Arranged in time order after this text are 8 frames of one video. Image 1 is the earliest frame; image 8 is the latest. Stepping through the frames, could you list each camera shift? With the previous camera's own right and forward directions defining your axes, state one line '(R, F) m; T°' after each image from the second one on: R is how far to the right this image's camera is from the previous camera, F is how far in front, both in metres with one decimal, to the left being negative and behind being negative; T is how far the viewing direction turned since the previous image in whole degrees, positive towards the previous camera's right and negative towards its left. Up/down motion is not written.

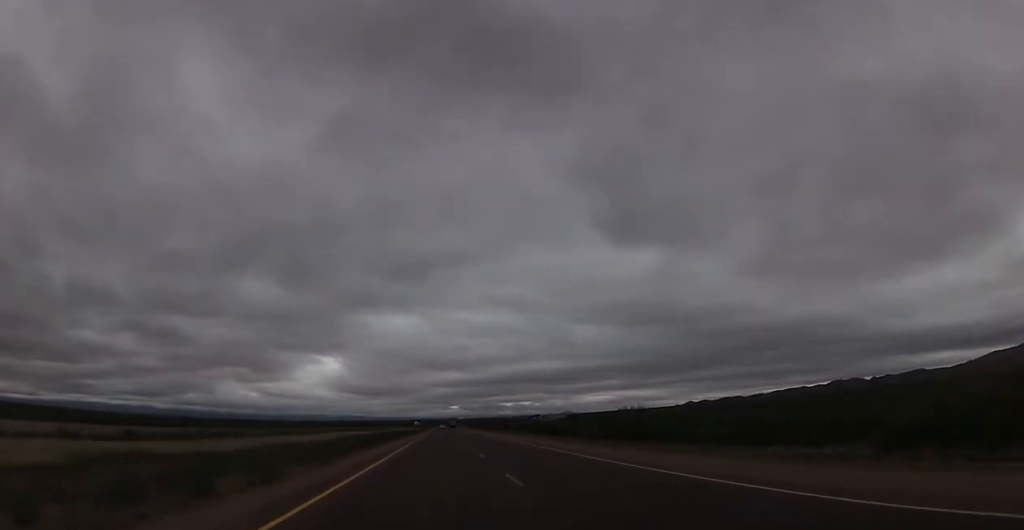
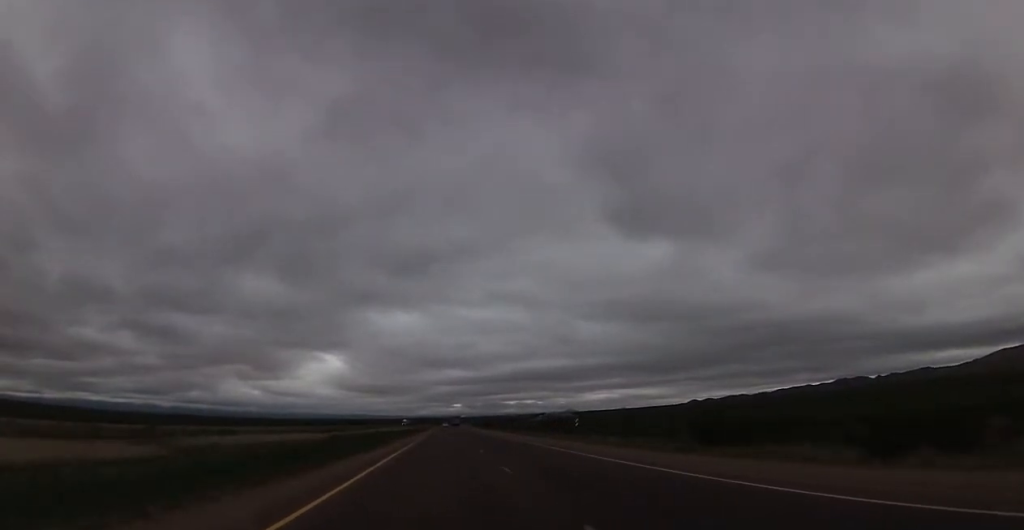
(-0.2, +57.6) m; 0°
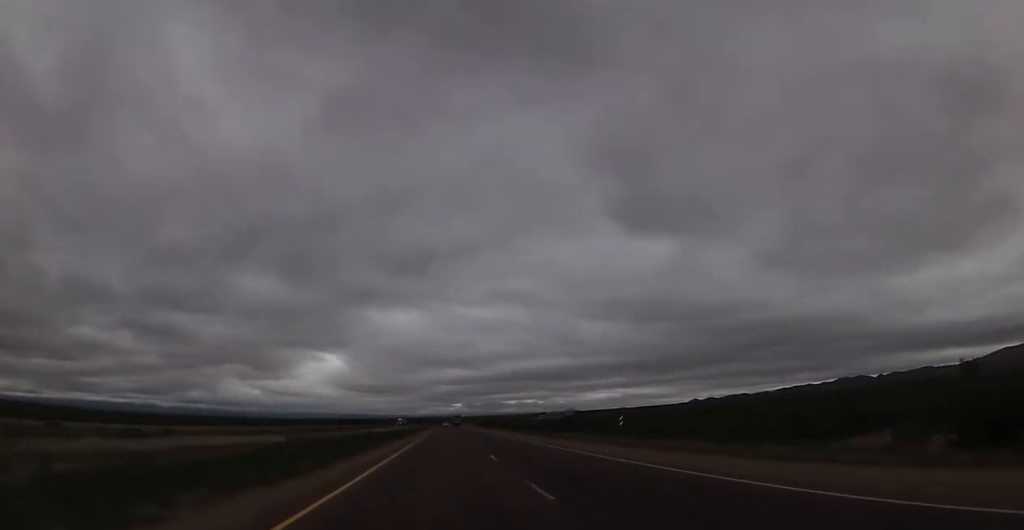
(+0.2, +18.4) m; 0°
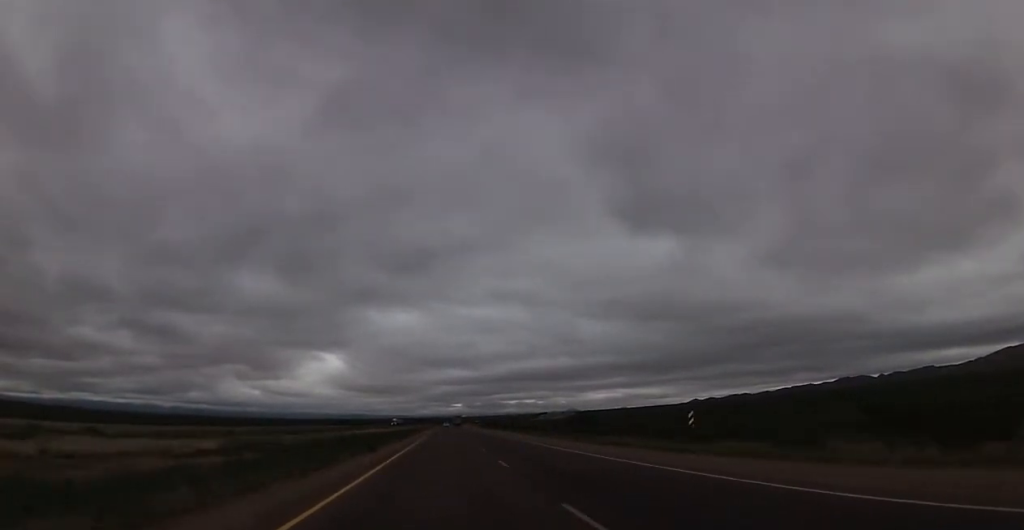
(0.0, +15.9) m; 0°
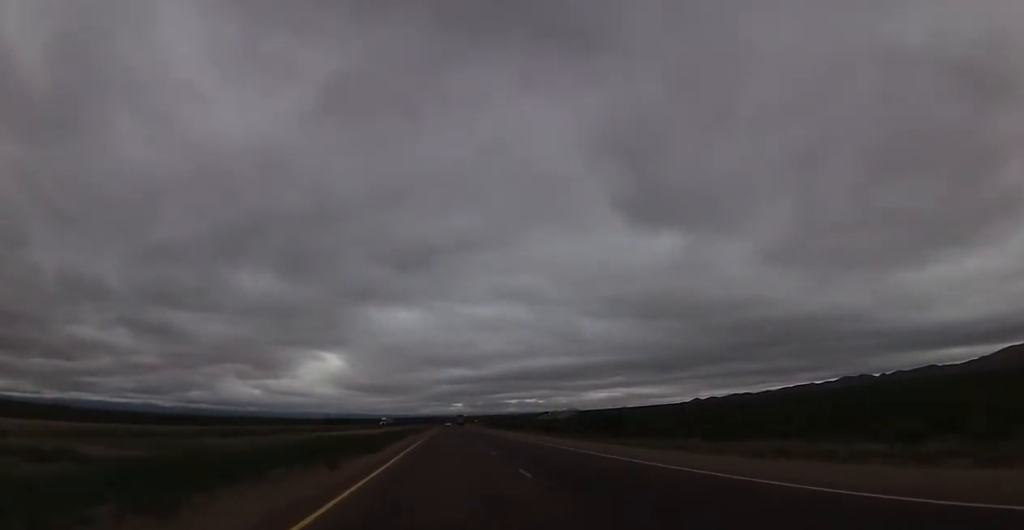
(0.0, +28.2) m; -1°
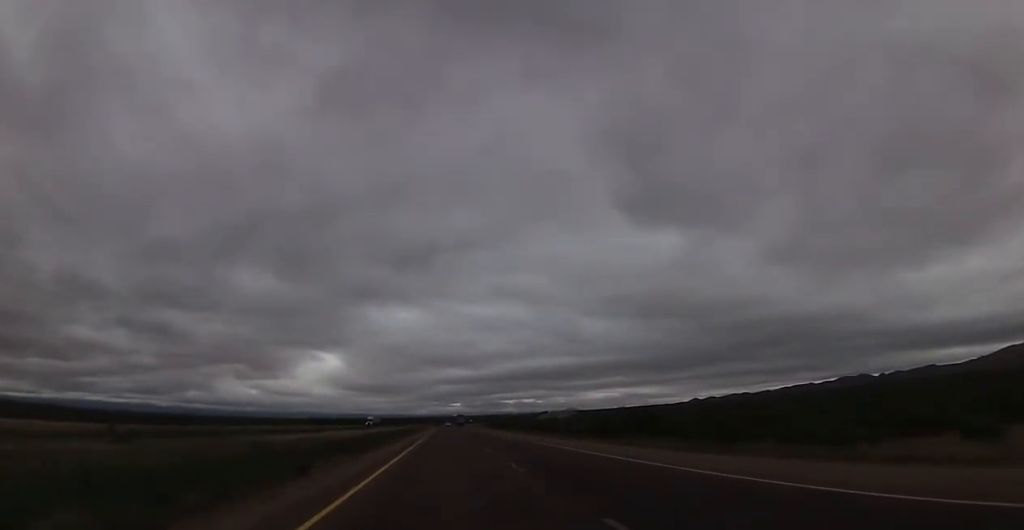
(-0.3, +22.2) m; 0°
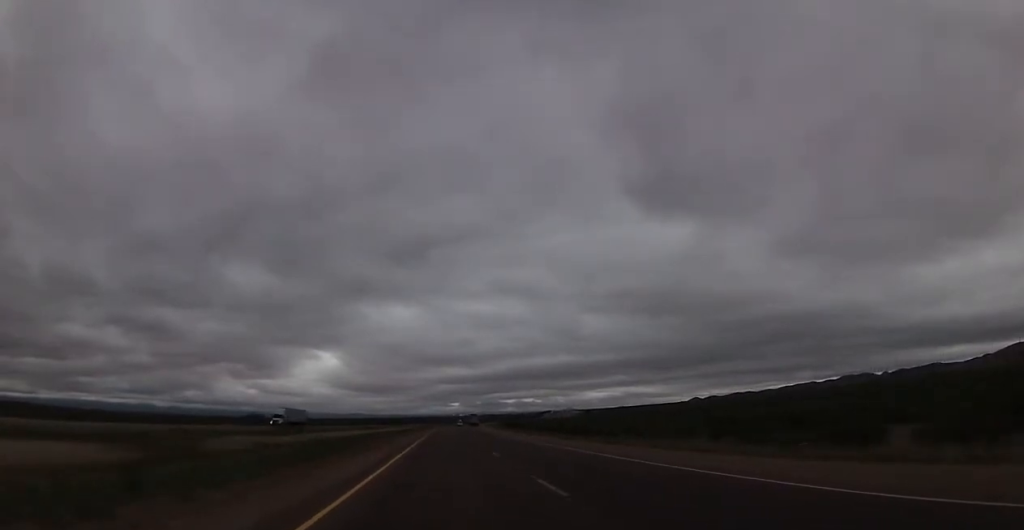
(+1.0, +79.5) m; +1°
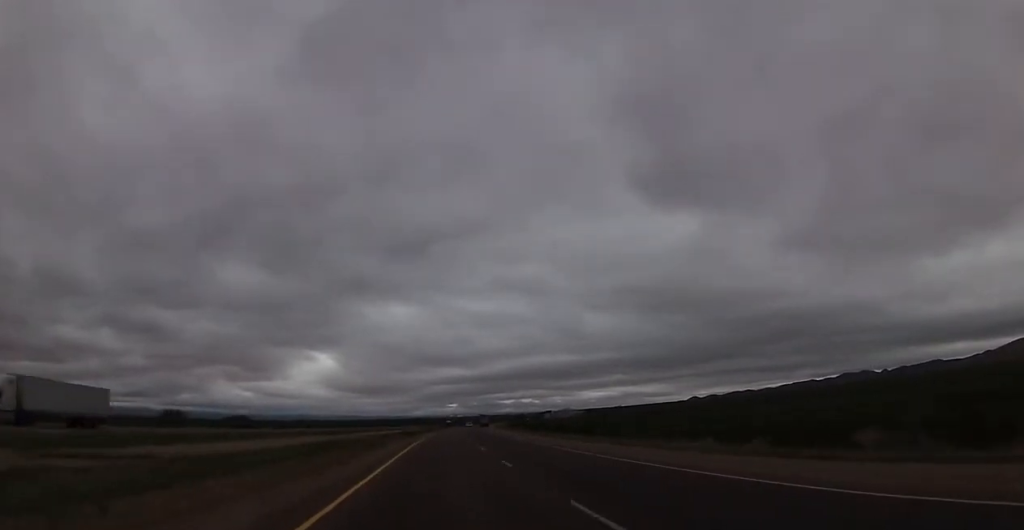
(0.0, +52.3) m; 0°
